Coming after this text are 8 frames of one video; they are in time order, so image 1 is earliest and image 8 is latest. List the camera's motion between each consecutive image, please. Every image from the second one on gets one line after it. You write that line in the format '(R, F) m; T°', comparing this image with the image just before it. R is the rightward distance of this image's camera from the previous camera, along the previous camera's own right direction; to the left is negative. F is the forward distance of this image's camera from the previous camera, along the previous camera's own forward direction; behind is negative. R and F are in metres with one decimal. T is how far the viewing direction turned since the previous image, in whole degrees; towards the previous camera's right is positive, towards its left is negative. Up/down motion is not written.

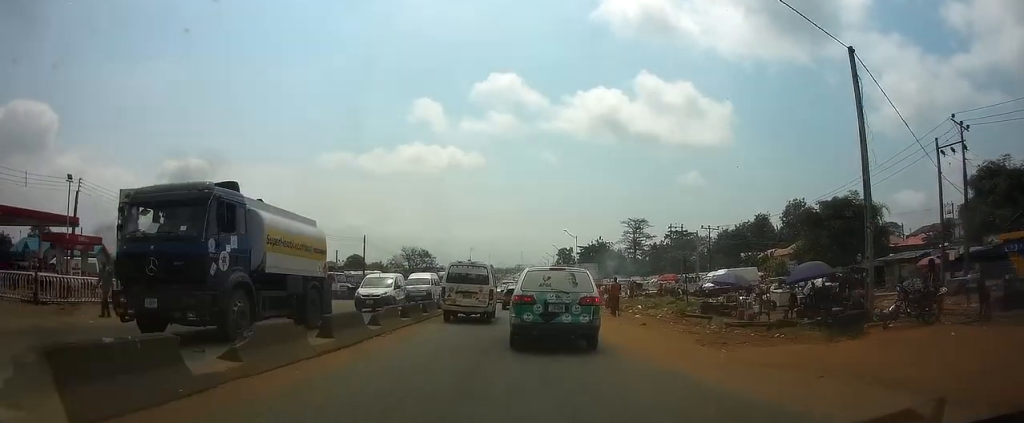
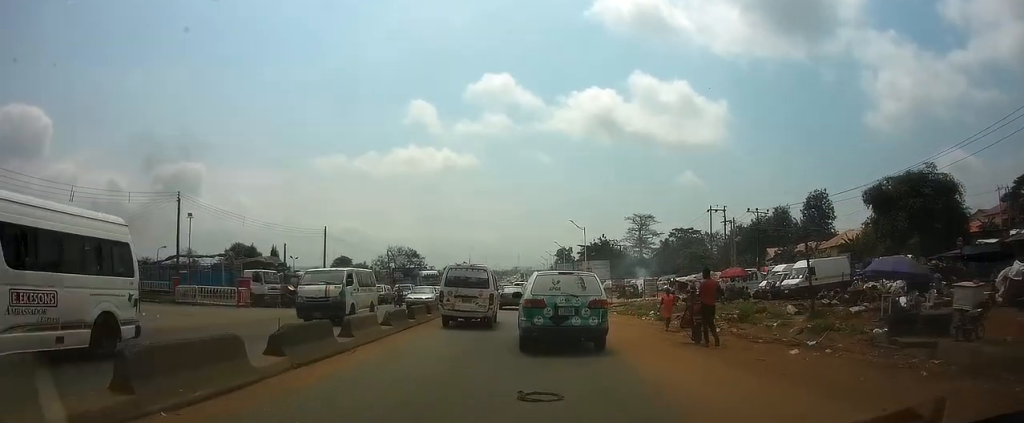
(+0.1, +16.7) m; +1°
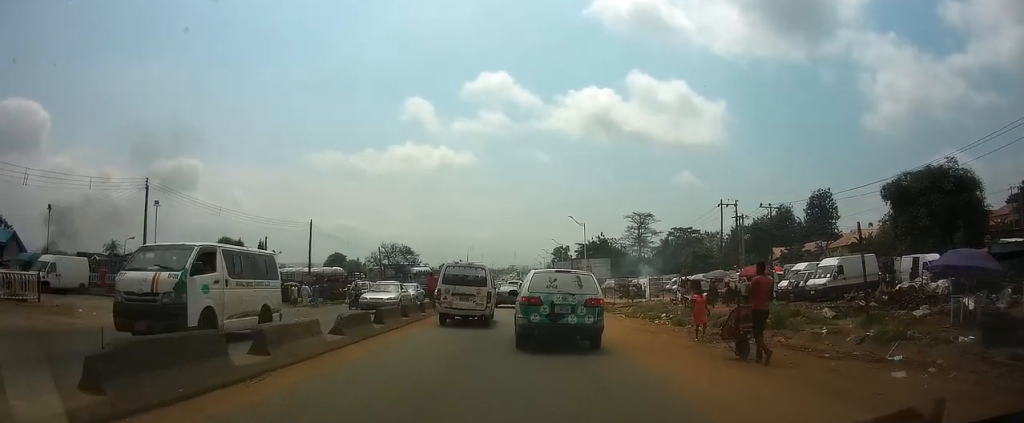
(0.0, +4.1) m; 0°
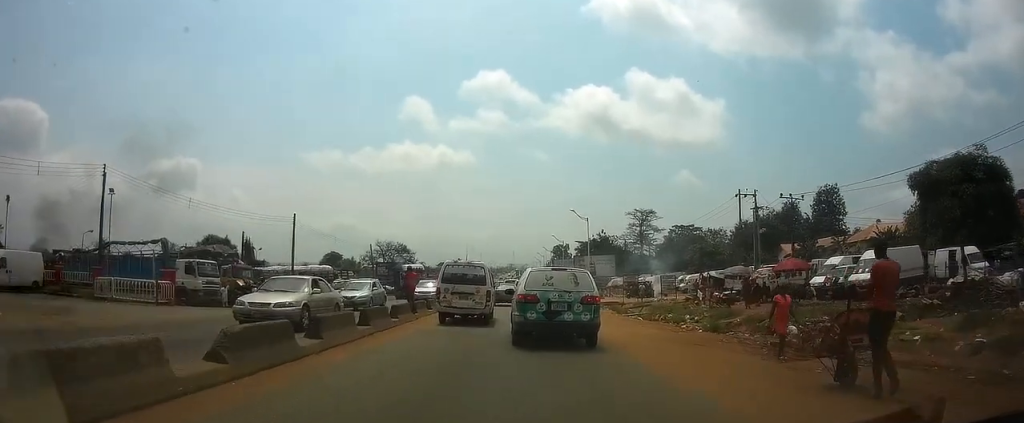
(0.0, +4.9) m; 0°
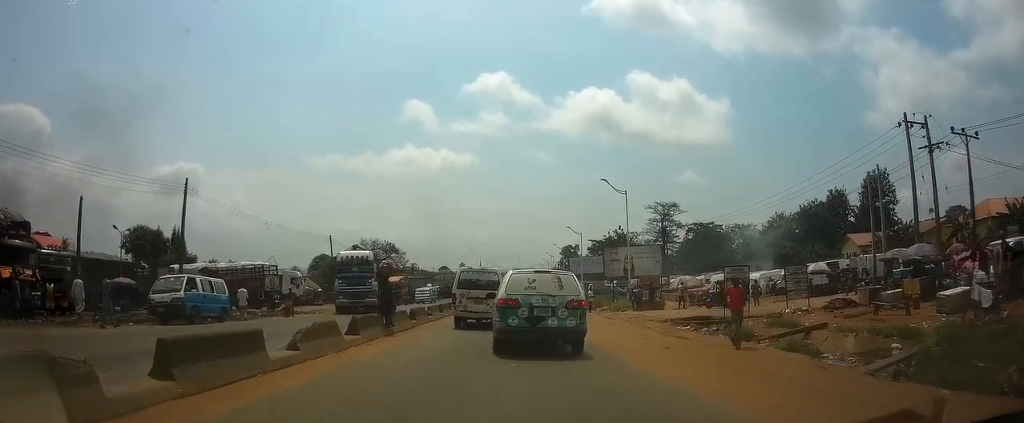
(-0.1, +23.4) m; 0°
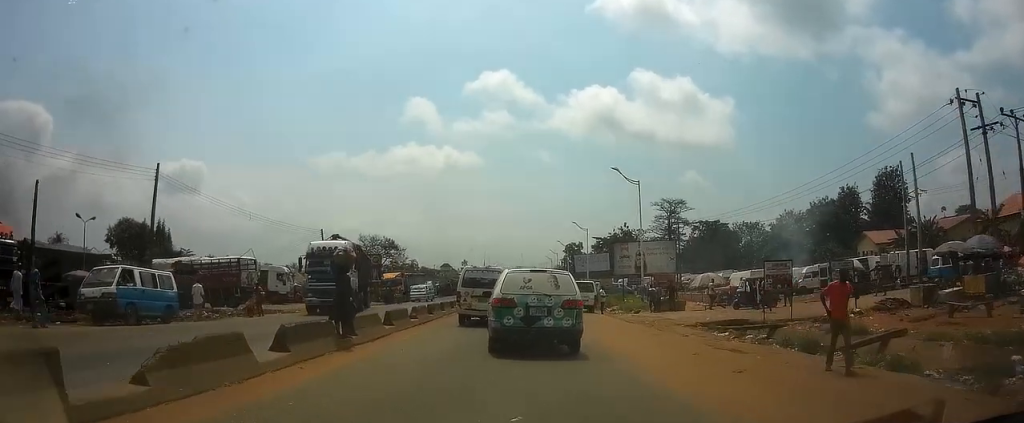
(0.0, +4.1) m; 0°
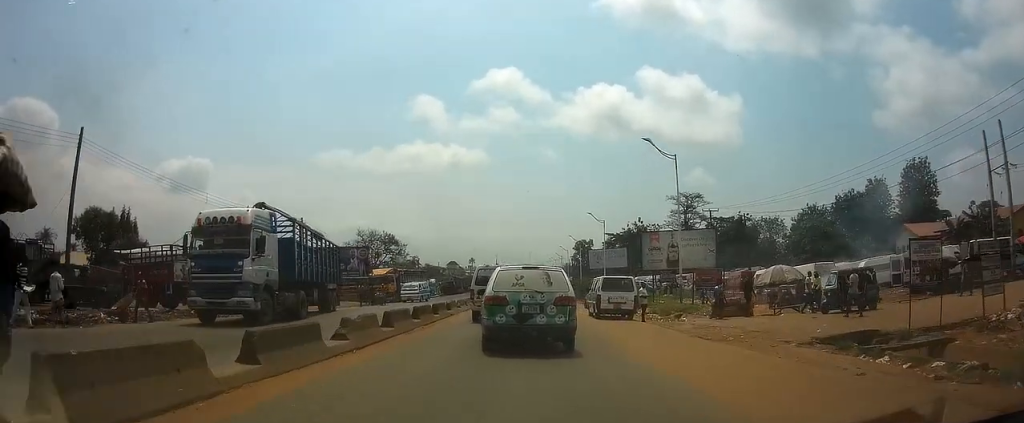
(0.0, +9.2) m; -1°
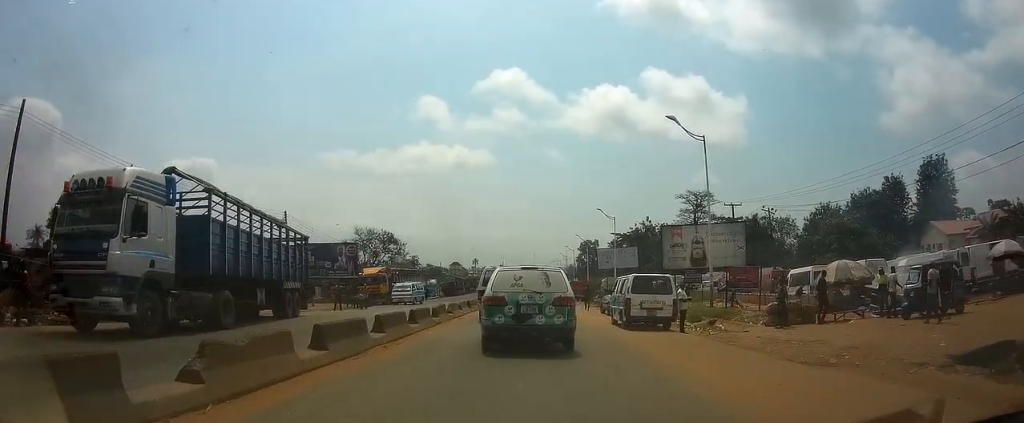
(0.0, +5.5) m; -1°
